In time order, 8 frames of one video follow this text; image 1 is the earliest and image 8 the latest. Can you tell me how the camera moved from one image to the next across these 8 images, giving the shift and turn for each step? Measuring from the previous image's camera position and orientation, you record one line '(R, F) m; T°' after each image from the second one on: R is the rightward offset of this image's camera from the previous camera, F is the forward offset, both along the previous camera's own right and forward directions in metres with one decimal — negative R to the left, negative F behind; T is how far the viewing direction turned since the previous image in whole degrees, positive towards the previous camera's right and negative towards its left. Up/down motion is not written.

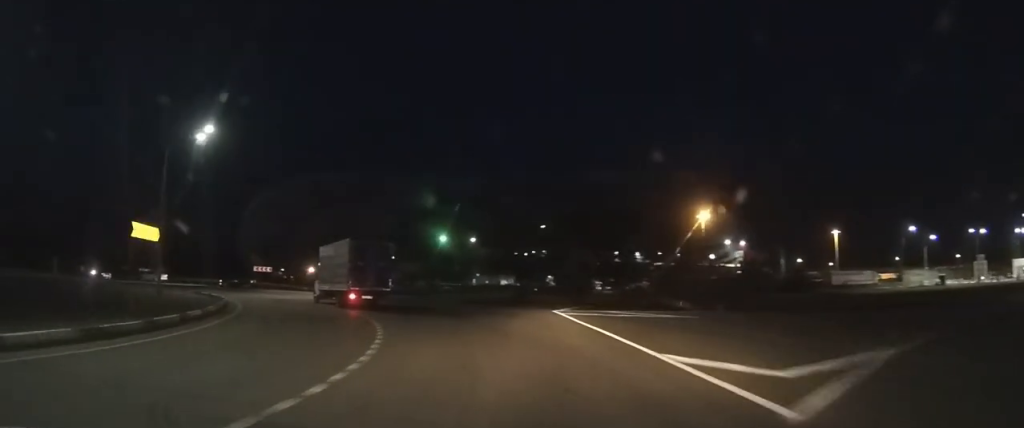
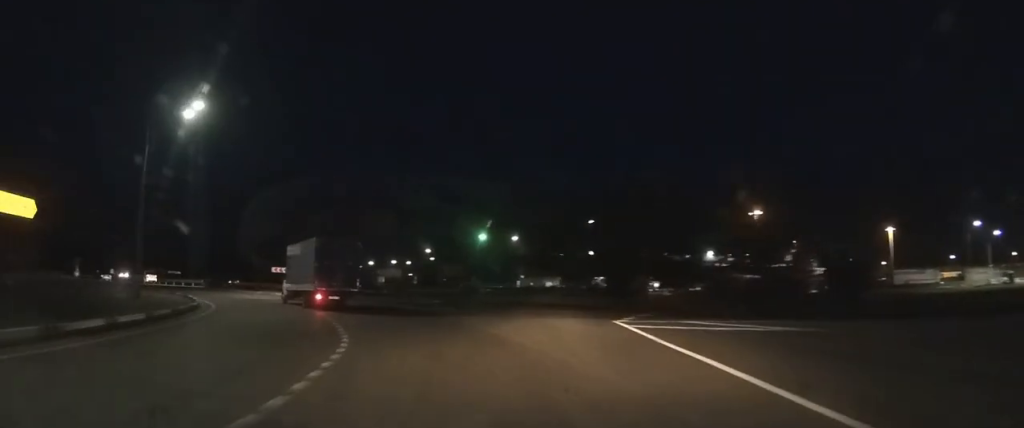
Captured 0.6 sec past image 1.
(-0.3, +6.2) m; -3°
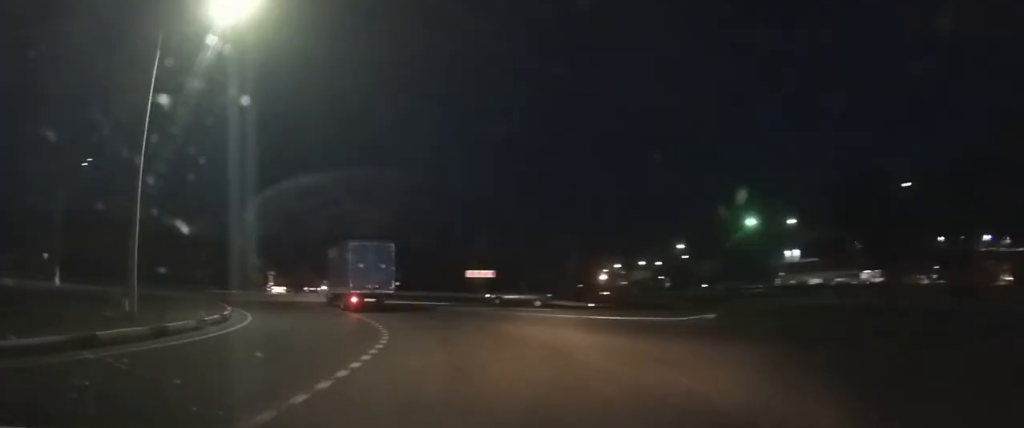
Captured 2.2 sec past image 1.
(-1.5, +14.3) m; -17°
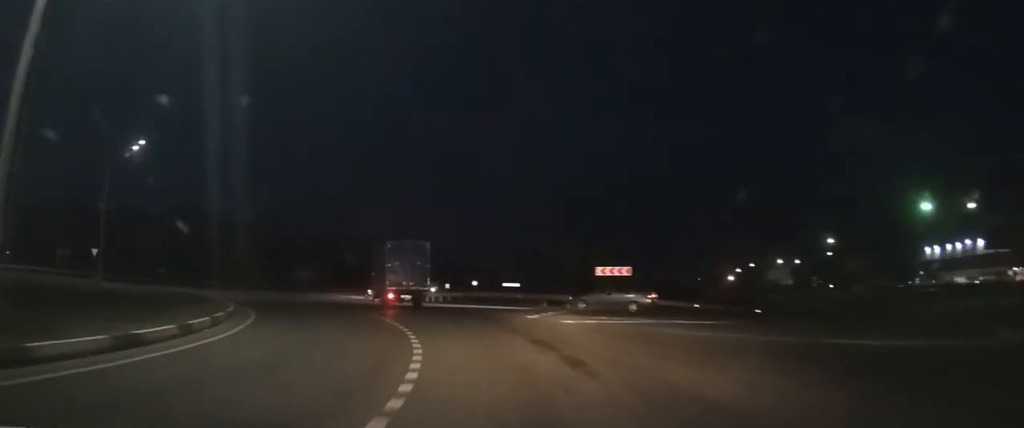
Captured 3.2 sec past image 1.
(-0.9, +7.5) m; -11°
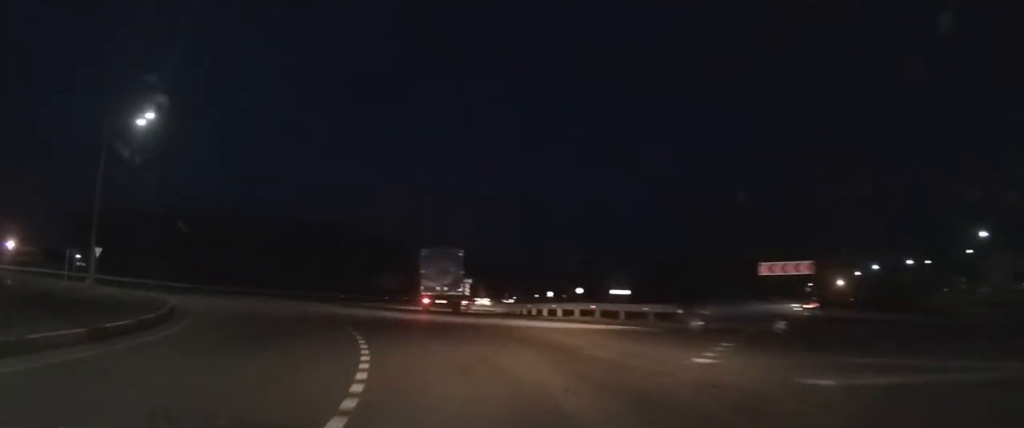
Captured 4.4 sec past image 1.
(-0.8, +9.3) m; -10°
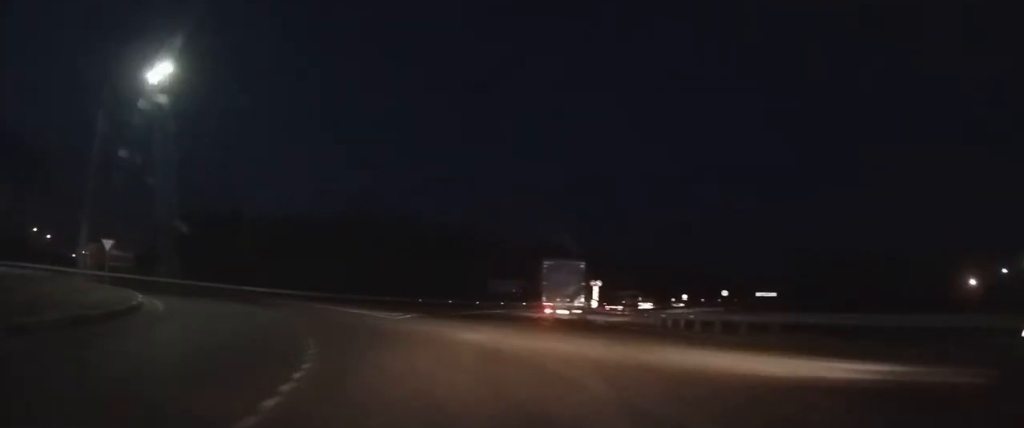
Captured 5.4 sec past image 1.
(-0.7, +9.6) m; -10°
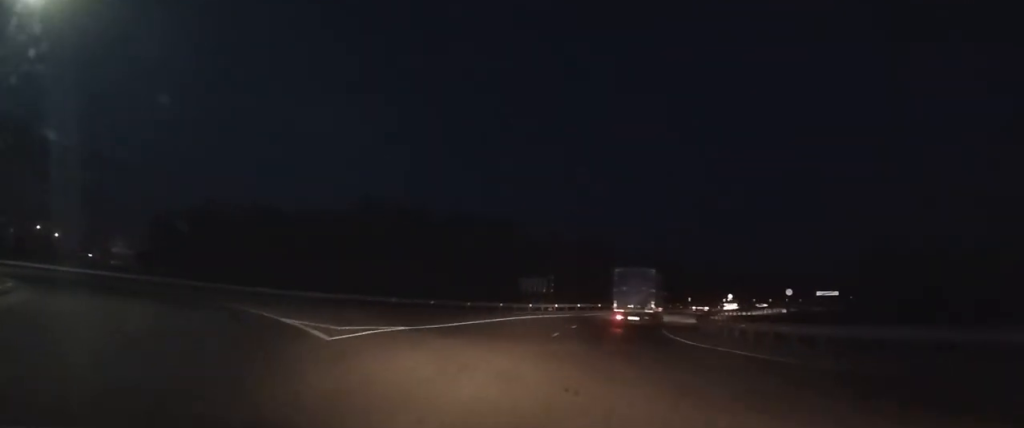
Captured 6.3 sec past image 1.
(-0.9, +9.2) m; -6°
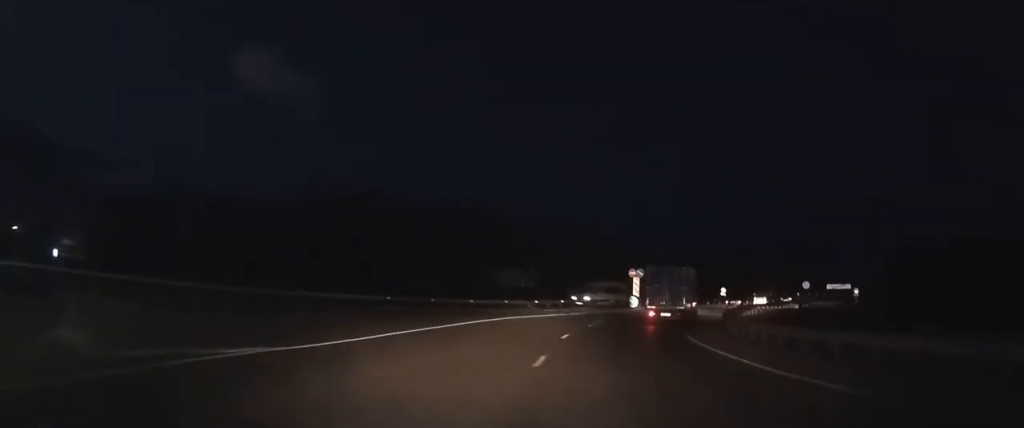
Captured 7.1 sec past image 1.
(-0.2, +7.7) m; -1°
